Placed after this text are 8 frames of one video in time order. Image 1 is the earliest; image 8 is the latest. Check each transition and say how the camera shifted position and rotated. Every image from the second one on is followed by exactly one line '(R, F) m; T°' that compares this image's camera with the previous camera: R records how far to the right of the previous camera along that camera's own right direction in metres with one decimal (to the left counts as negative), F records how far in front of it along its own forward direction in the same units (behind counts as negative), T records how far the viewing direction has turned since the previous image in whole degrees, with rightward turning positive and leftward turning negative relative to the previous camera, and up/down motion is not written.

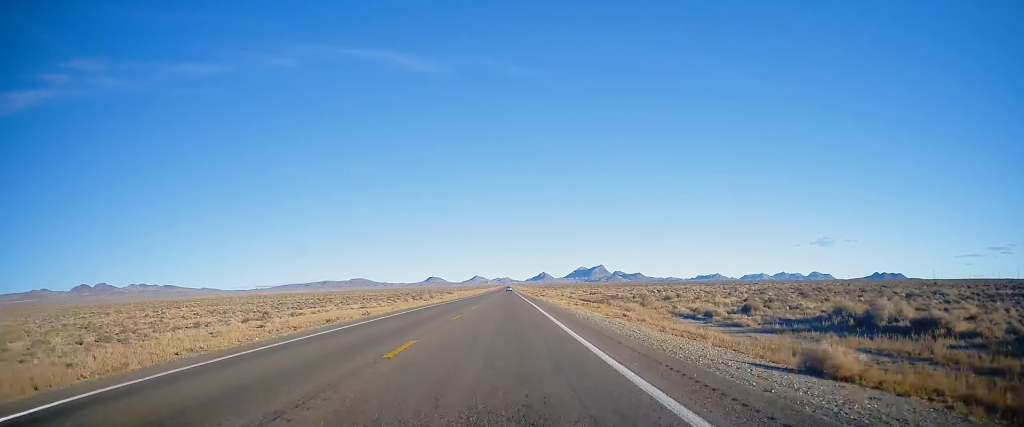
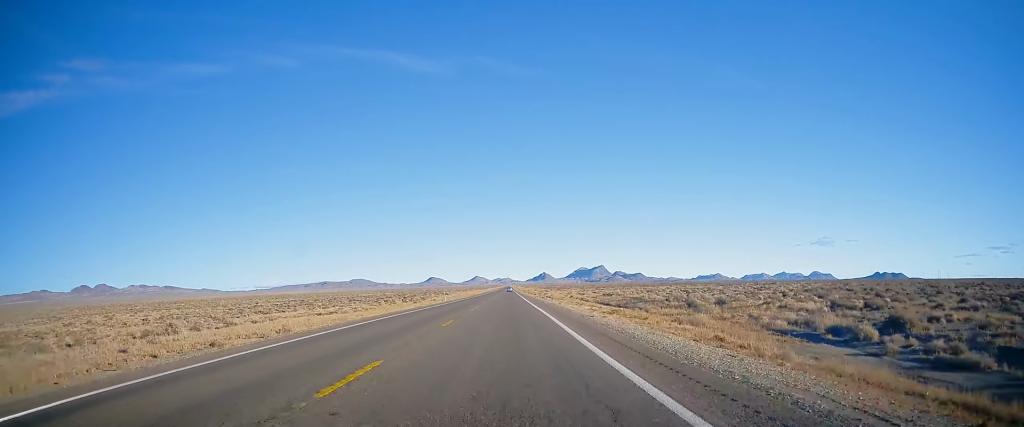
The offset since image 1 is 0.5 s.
(-0.3, +15.9) m; 0°
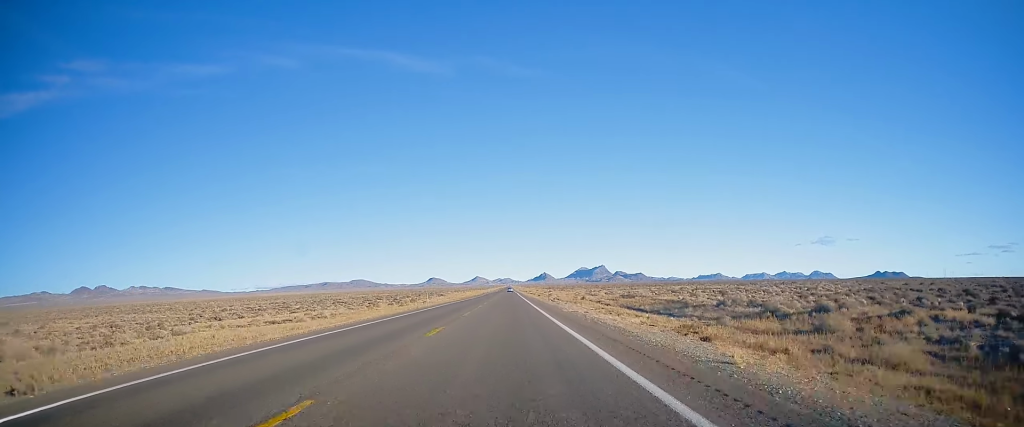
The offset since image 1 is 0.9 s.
(-0.2, +15.9) m; 0°
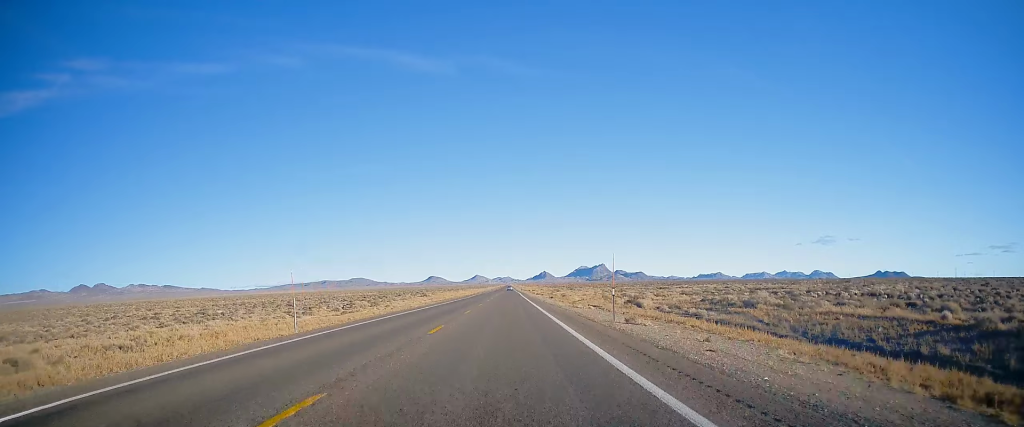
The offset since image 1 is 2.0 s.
(+0.4, +35.9) m; 0°
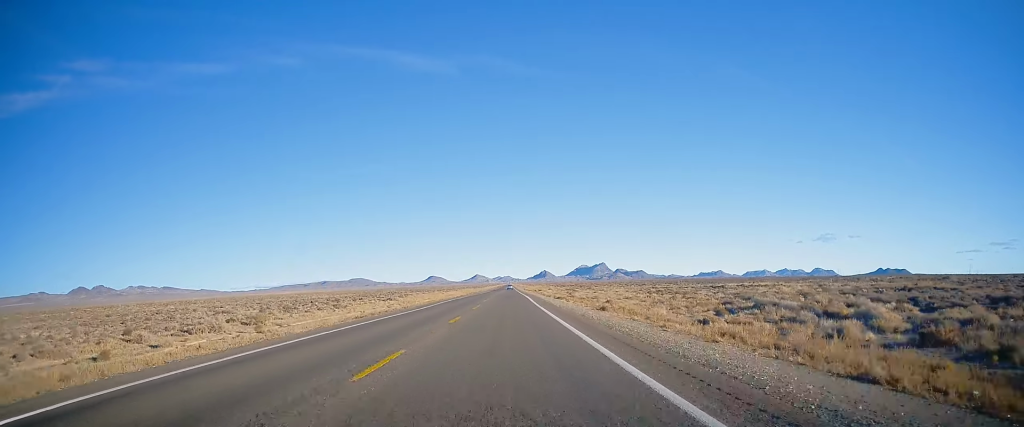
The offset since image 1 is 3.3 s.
(-0.4, +43.9) m; 0°
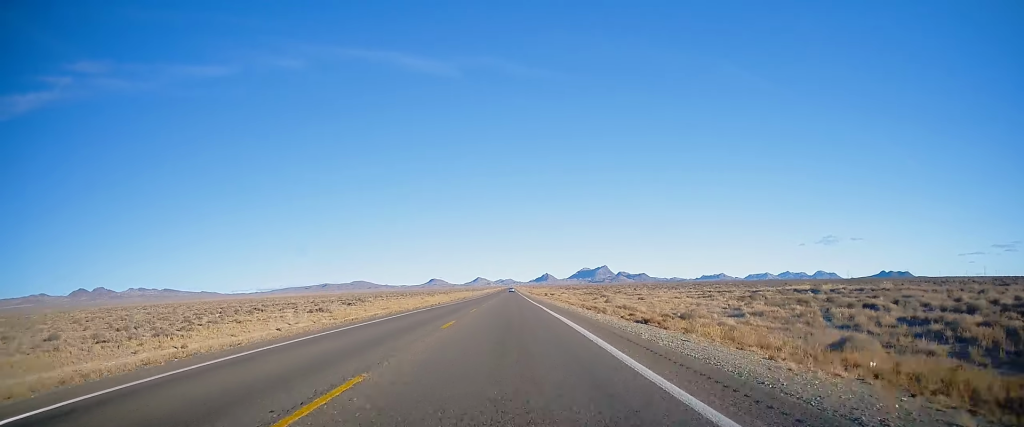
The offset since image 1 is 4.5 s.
(+0.1, +39.5) m; 0°
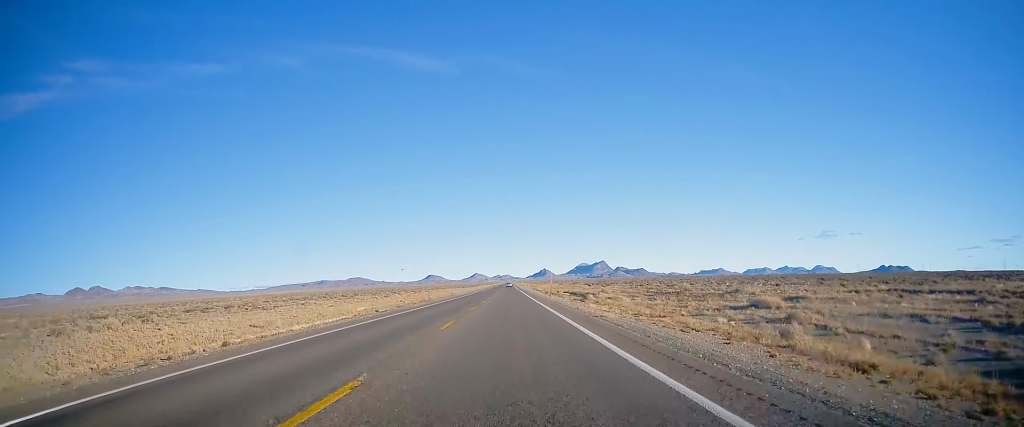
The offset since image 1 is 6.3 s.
(+0.1, +60.9) m; 0°
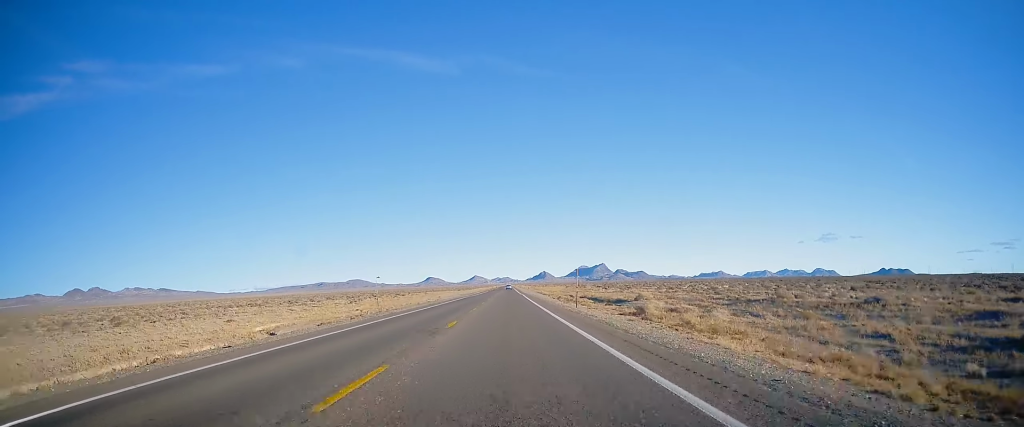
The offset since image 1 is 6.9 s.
(-0.3, +22.6) m; 0°
